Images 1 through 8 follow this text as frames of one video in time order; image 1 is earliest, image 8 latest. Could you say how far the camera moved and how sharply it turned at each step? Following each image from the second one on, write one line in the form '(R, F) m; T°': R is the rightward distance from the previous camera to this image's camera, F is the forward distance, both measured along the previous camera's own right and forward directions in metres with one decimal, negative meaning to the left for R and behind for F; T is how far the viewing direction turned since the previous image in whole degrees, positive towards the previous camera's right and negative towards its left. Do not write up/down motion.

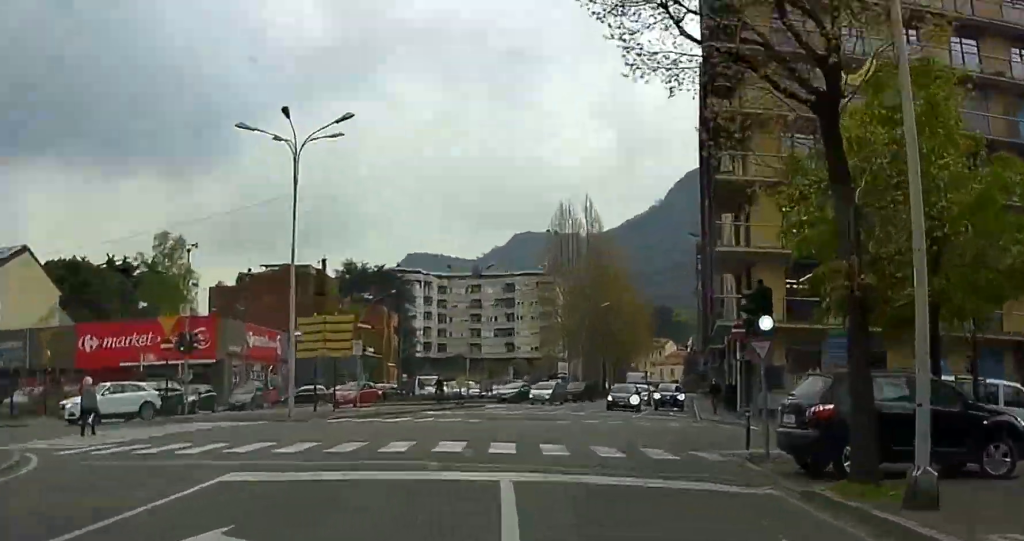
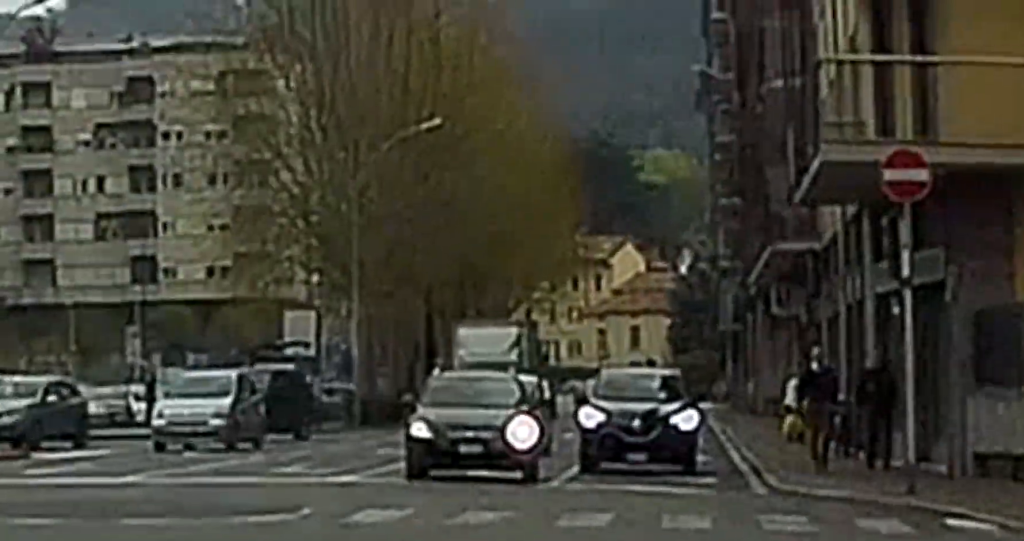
(0.0, +5.6) m; 0°
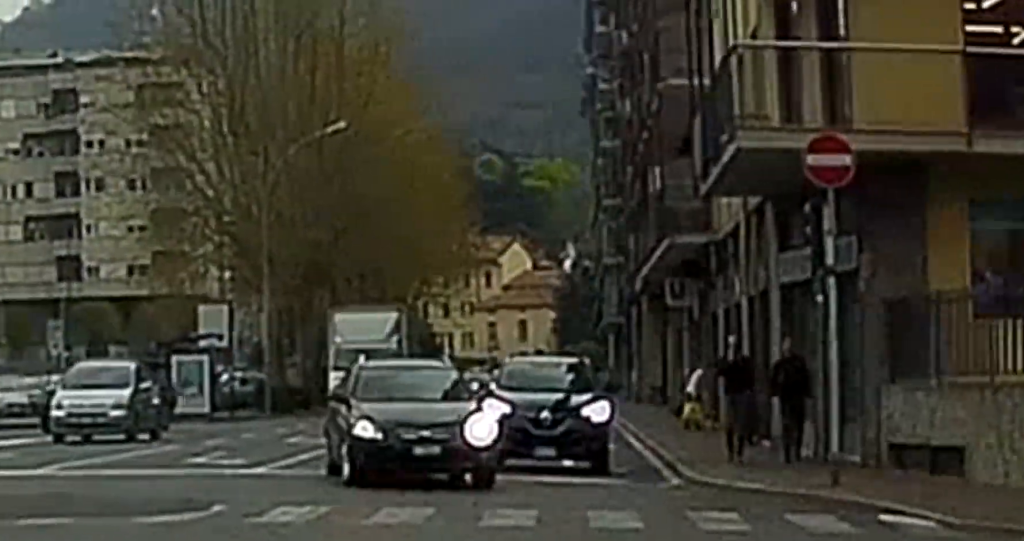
(0.0, +2.8) m; 0°
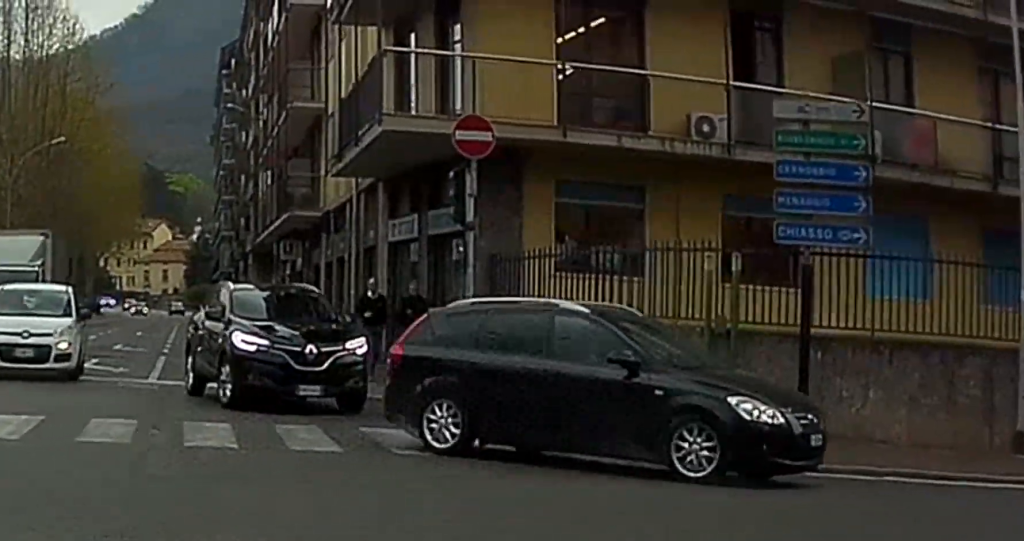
(0.0, +7.1) m; +17°
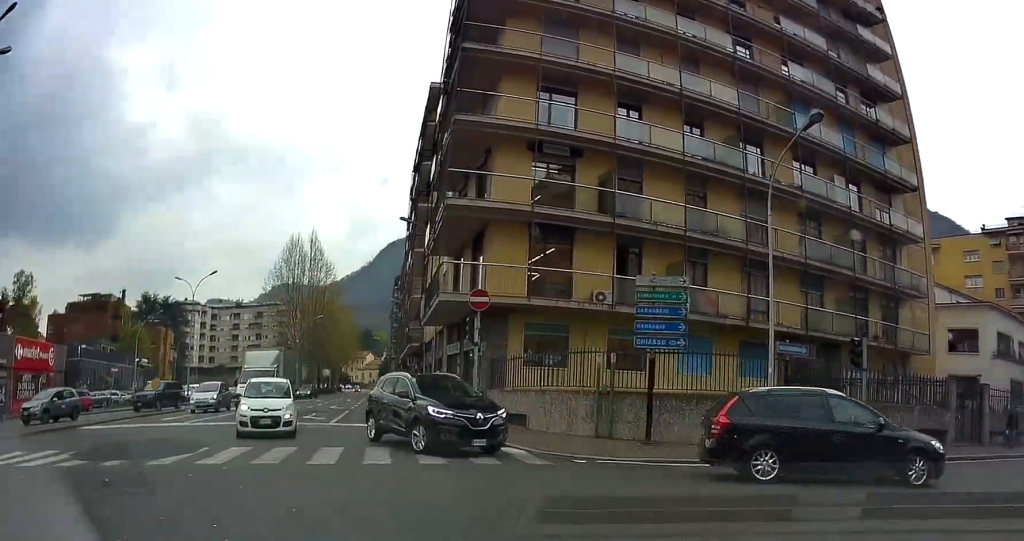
(+0.8, +2.8) m; +28°
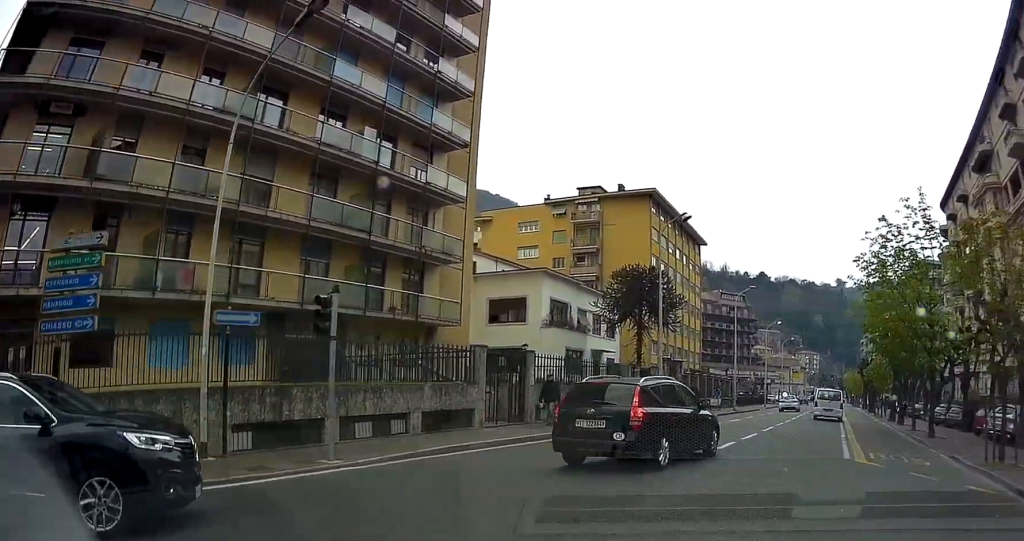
(+1.7, +4.1) m; +32°
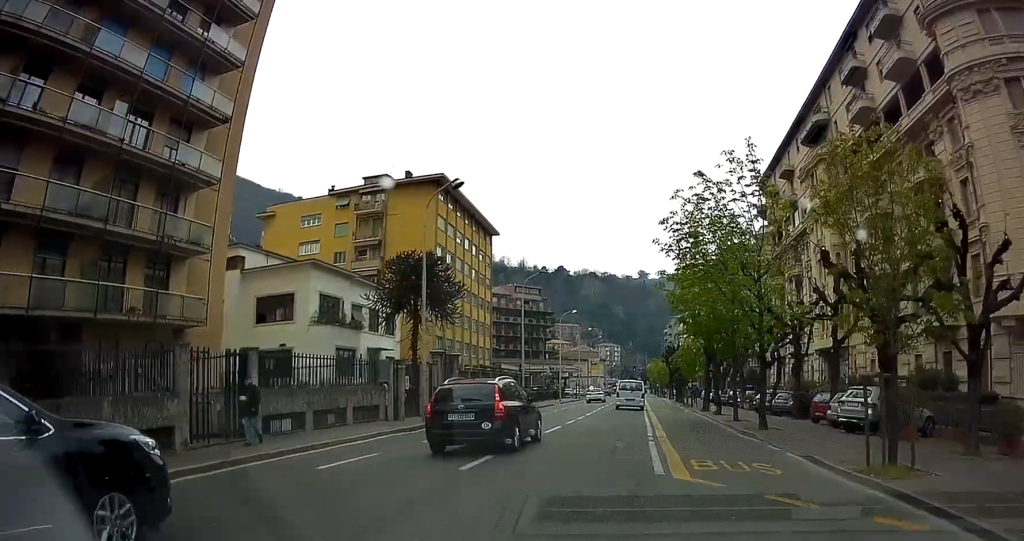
(+0.8, +4.7) m; +8°
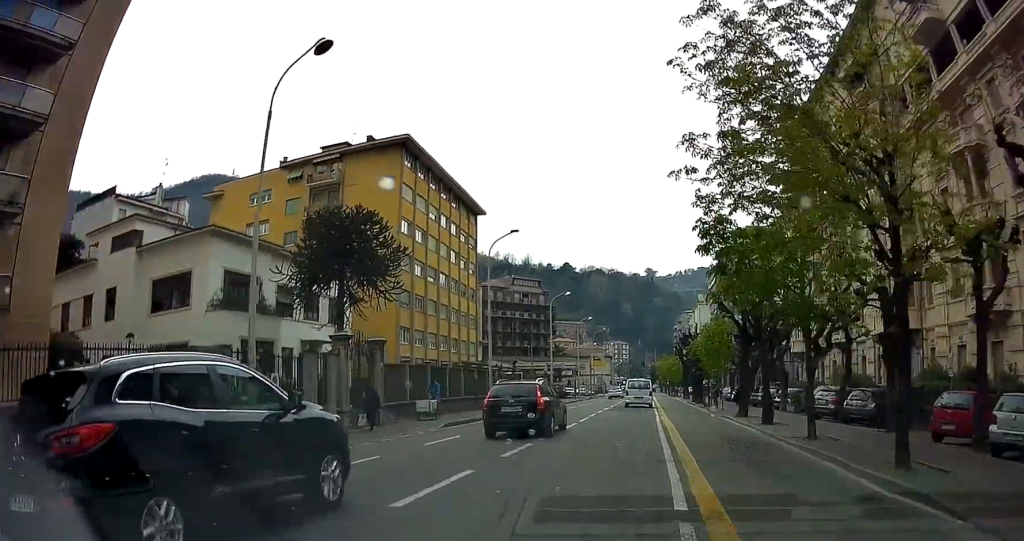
(-0.5, +11.7) m; +3°
